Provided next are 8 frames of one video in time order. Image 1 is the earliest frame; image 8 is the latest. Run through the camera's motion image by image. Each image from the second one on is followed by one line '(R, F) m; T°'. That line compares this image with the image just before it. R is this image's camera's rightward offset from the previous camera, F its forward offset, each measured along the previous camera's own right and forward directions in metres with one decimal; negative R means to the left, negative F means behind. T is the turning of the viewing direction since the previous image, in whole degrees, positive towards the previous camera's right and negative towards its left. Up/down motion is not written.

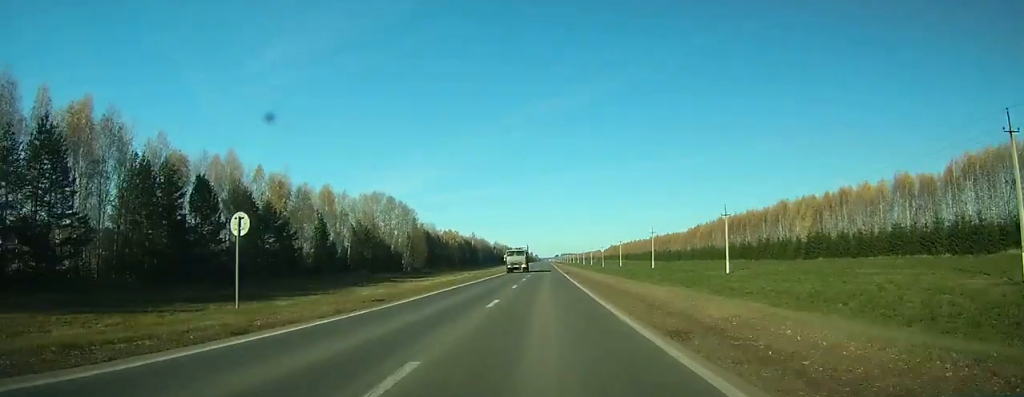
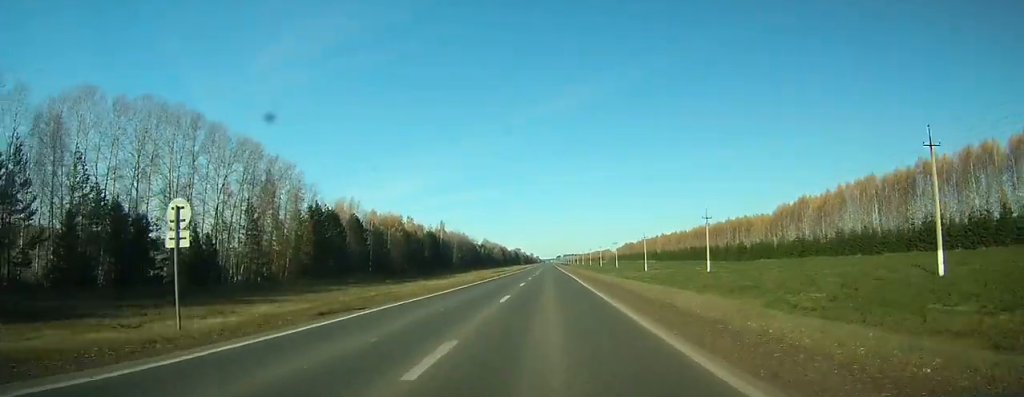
(-0.1, +106.8) m; 0°
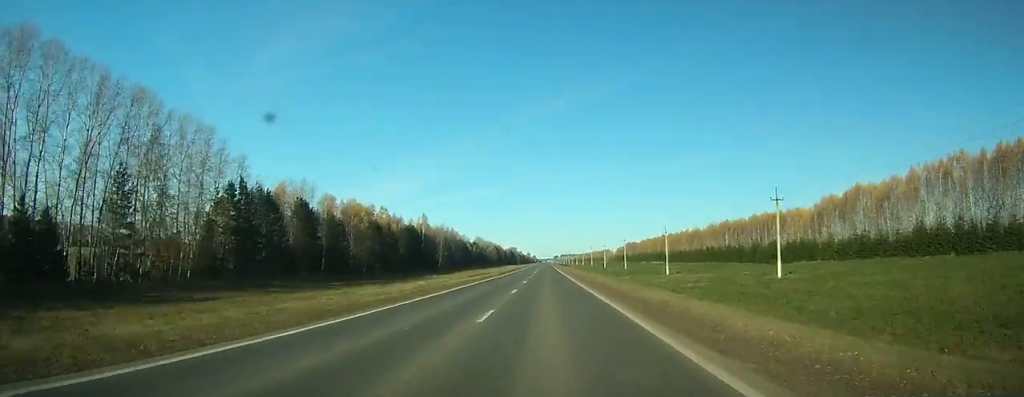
(+0.1, +28.9) m; 0°
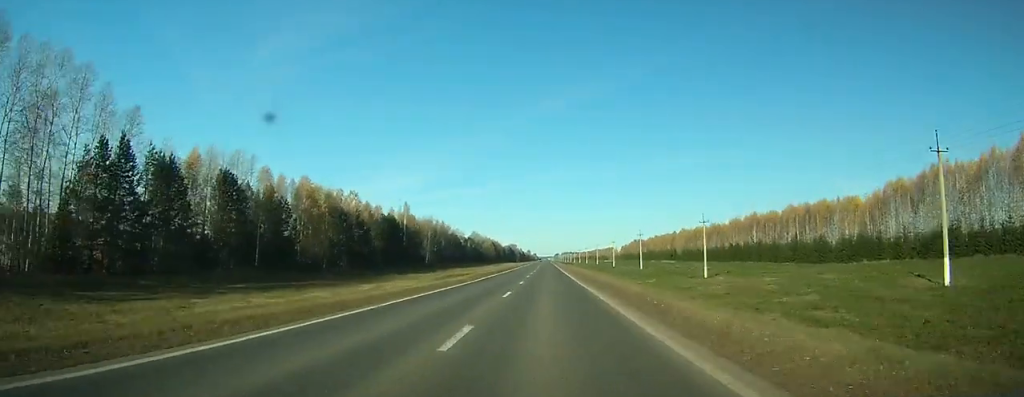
(0.0, +27.0) m; 0°
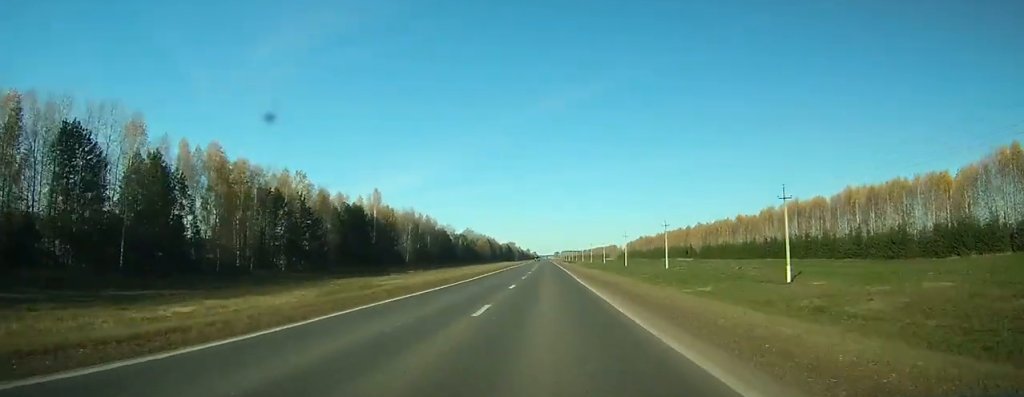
(-0.1, +29.8) m; 0°
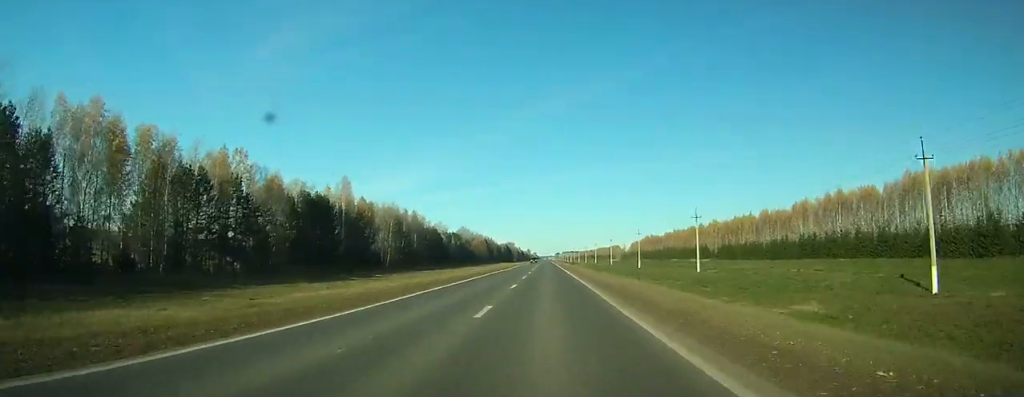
(0.0, +22.6) m; 0°
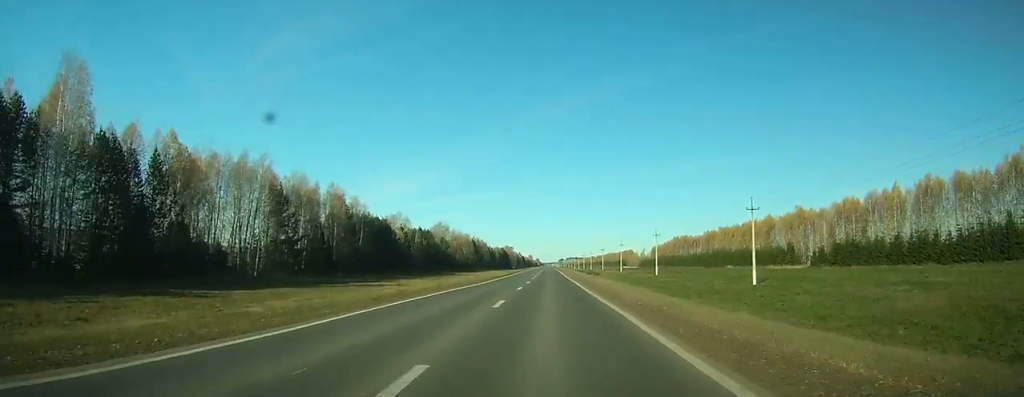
(+0.1, +81.1) m; 0°
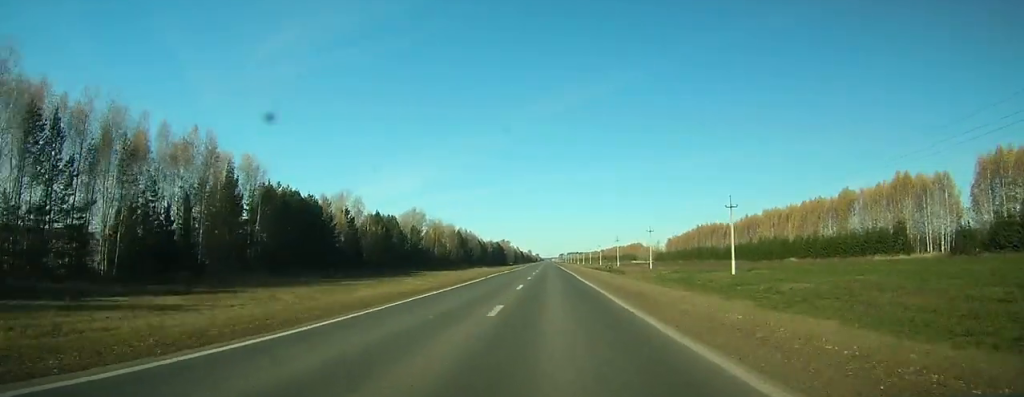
(-0.2, +51.5) m; 0°
